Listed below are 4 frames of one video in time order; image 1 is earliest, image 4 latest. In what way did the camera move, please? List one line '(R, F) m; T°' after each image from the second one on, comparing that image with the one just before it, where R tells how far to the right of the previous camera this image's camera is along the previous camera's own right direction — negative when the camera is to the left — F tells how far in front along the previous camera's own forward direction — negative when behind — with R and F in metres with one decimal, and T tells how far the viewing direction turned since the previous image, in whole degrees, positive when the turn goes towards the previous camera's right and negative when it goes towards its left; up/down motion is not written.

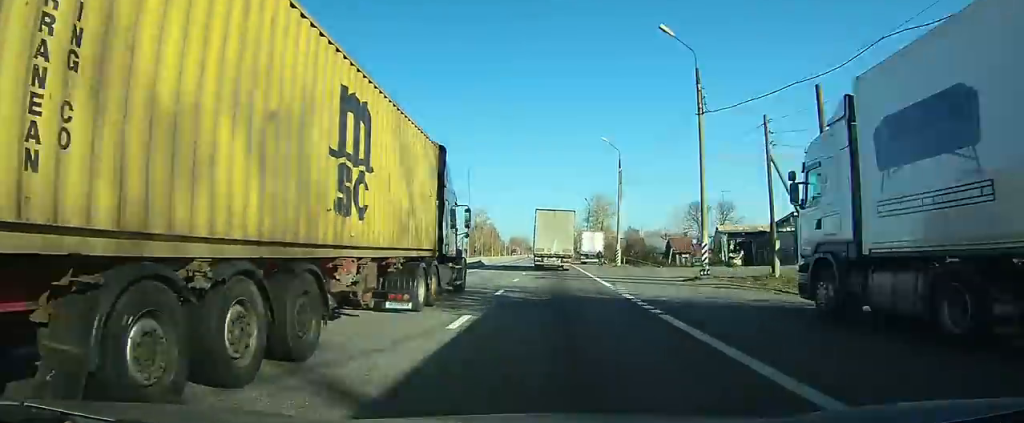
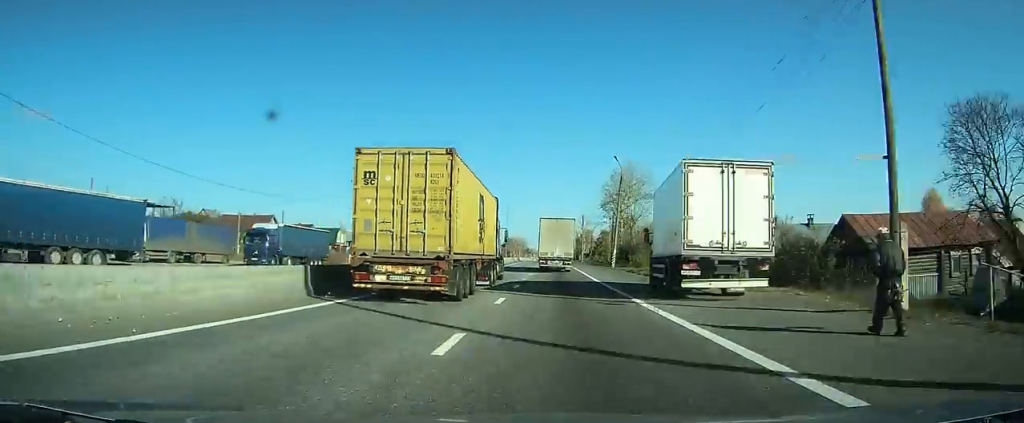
(+0.6, +49.8) m; +1°
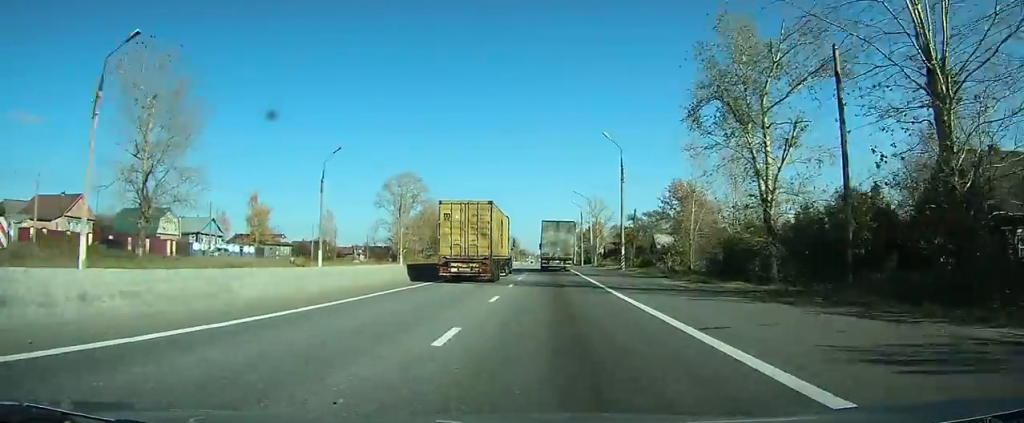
(+0.5, +72.8) m; 0°
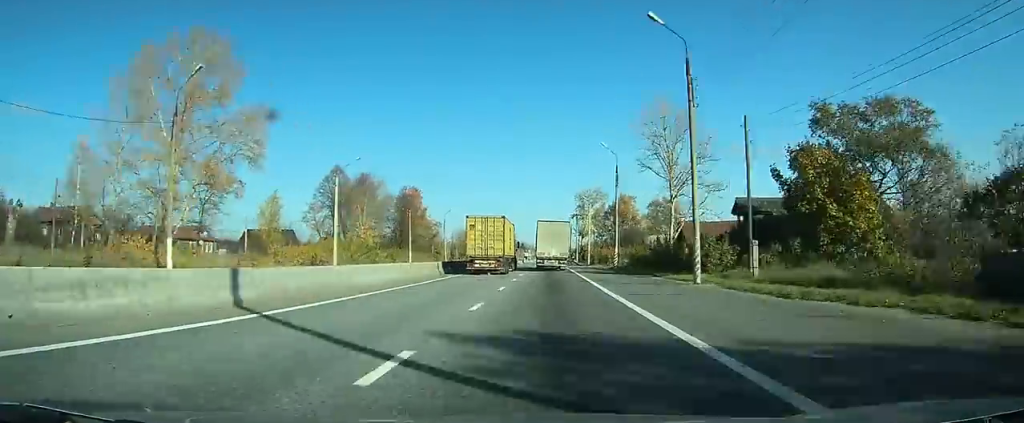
(-0.5, +80.9) m; -1°
